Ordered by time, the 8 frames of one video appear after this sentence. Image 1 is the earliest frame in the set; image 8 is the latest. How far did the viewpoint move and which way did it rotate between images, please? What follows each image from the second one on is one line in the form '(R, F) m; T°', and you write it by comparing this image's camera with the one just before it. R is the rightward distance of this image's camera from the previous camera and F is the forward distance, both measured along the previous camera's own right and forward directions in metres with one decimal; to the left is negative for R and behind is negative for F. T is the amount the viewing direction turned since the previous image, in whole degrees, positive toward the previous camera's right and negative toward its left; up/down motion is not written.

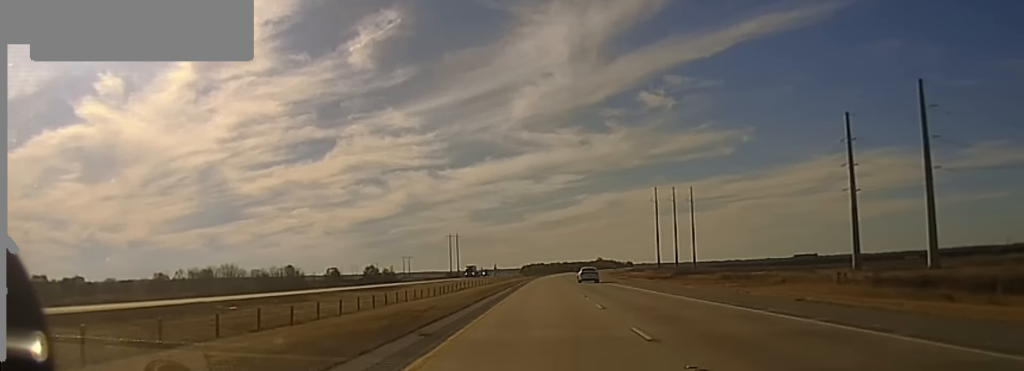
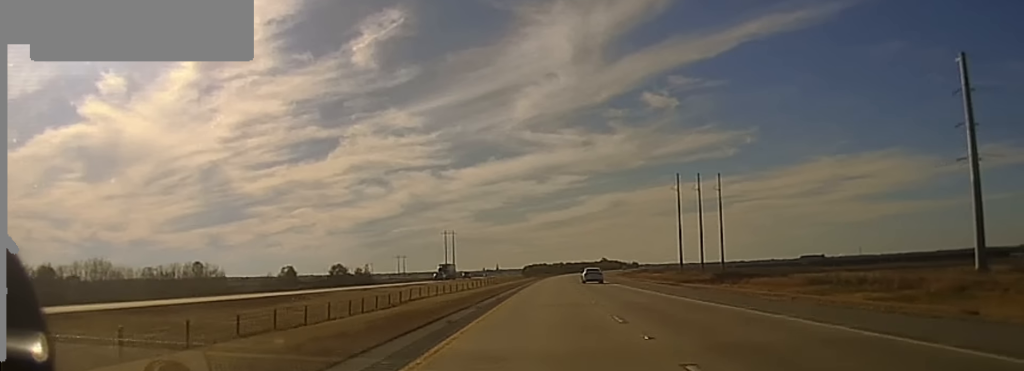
(+0.3, +48.9) m; 0°
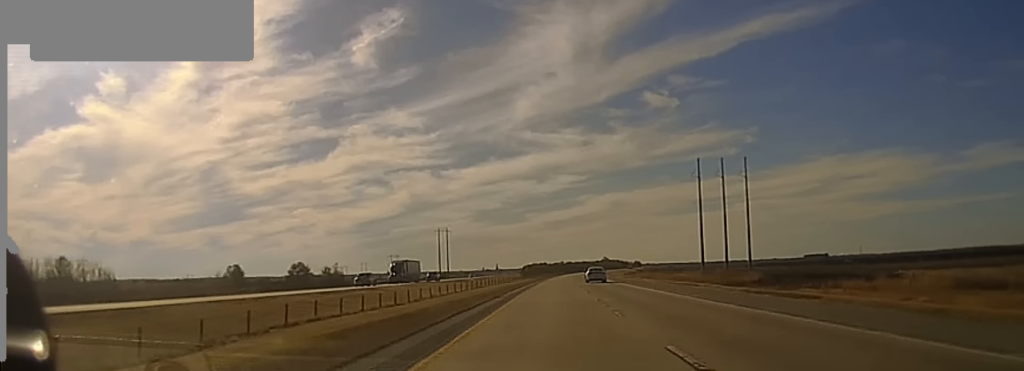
(-0.1, +34.7) m; 0°
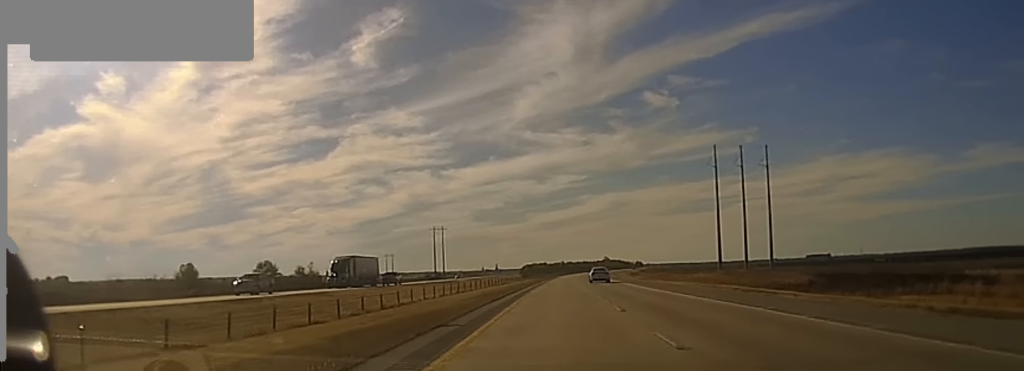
(0.0, +19.6) m; 0°
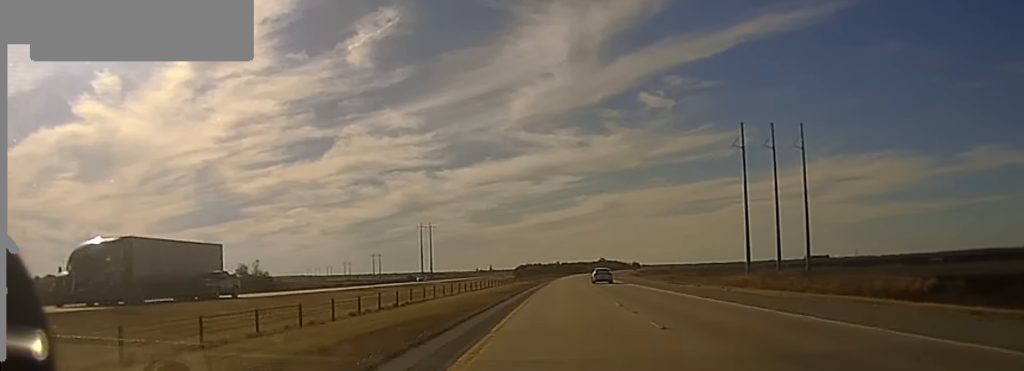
(0.0, +27.9) m; 0°
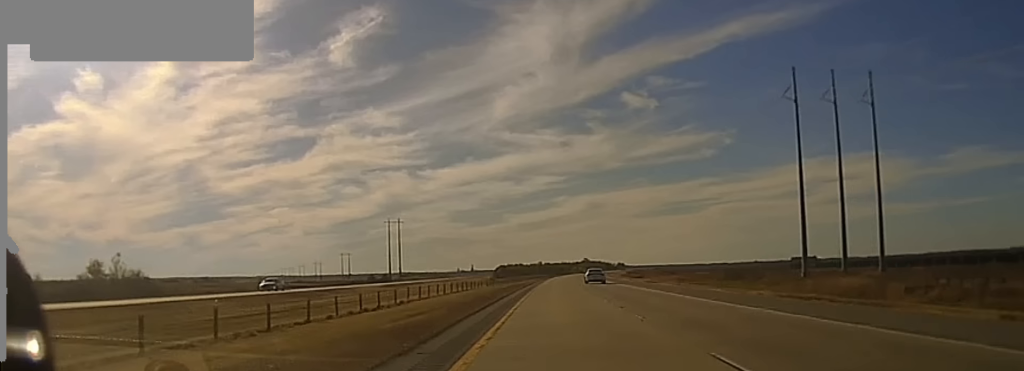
(+0.2, +43.1) m; +1°
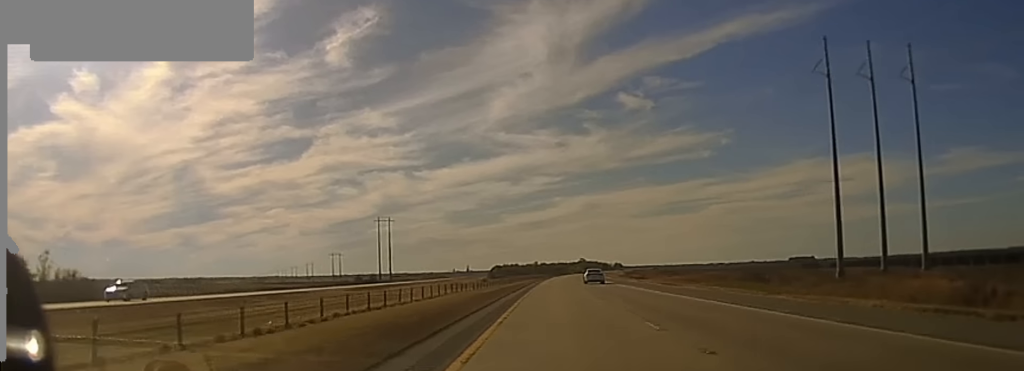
(0.0, +14.4) m; 0°
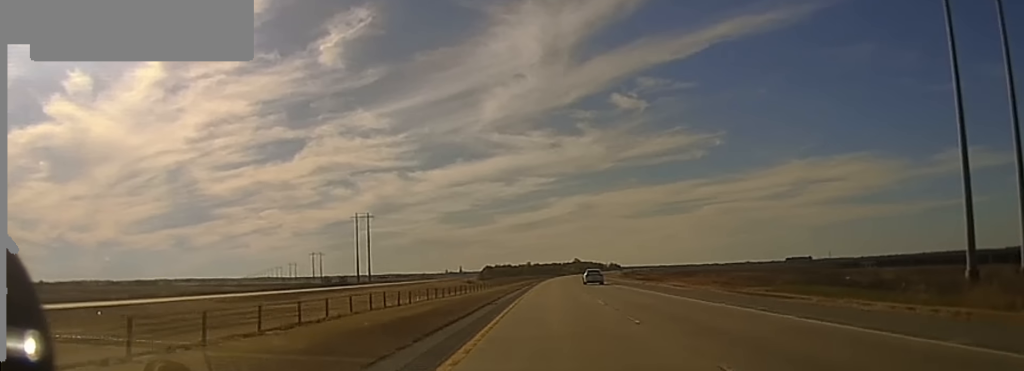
(+0.3, +35.8) m; +1°
